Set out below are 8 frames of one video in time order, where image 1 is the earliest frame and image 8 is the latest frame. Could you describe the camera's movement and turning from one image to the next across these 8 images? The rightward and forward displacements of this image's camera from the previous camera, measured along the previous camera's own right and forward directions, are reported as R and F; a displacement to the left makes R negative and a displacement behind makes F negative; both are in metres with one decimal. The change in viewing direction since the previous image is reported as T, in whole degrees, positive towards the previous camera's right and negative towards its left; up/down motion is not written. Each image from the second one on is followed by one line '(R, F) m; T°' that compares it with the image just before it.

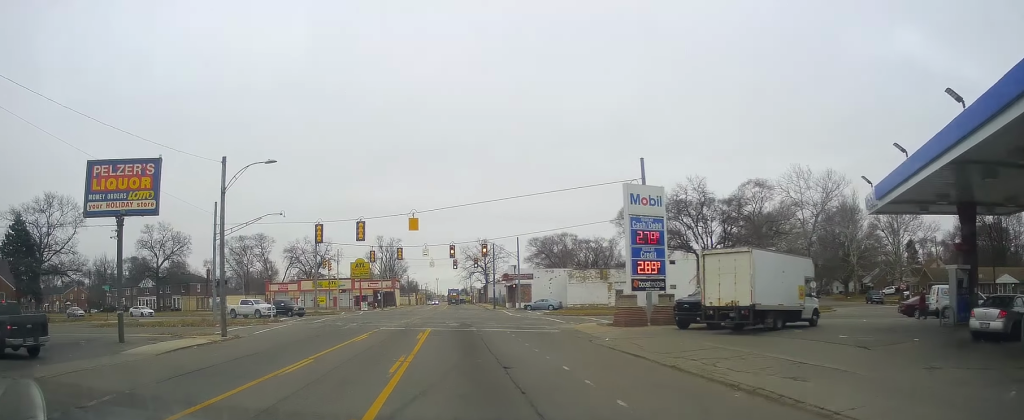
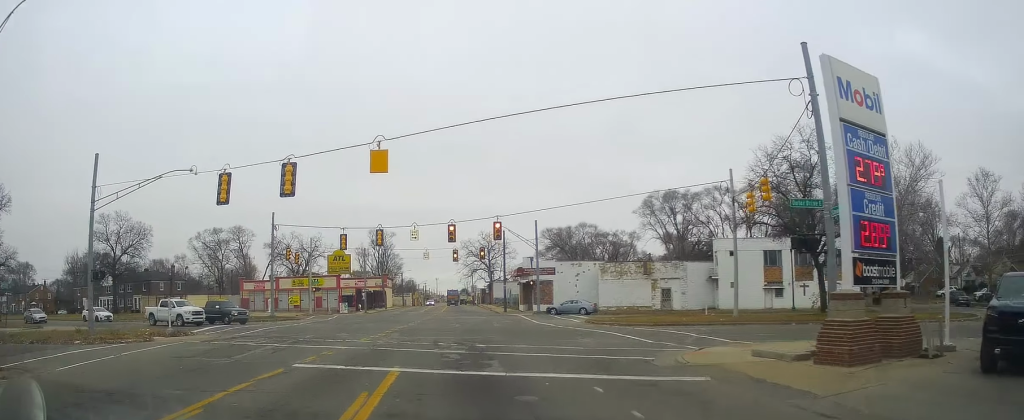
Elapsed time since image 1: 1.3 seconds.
(-0.1, +18.3) m; -1°
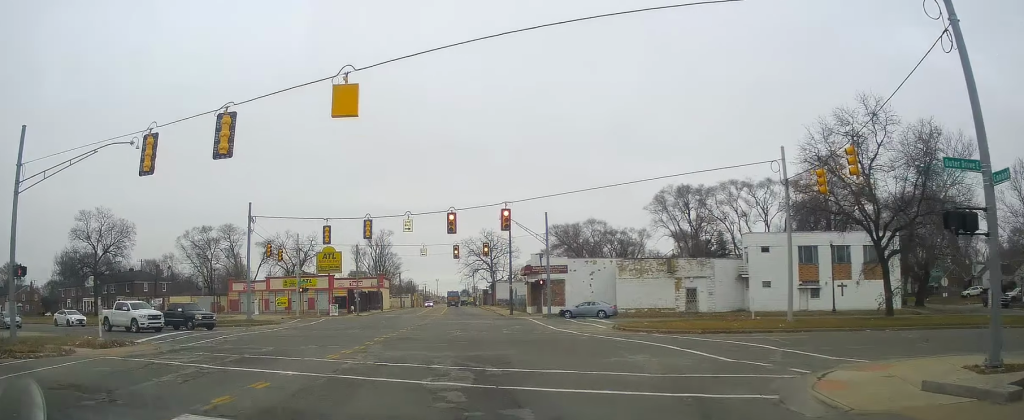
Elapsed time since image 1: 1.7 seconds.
(0.0, +6.7) m; 0°
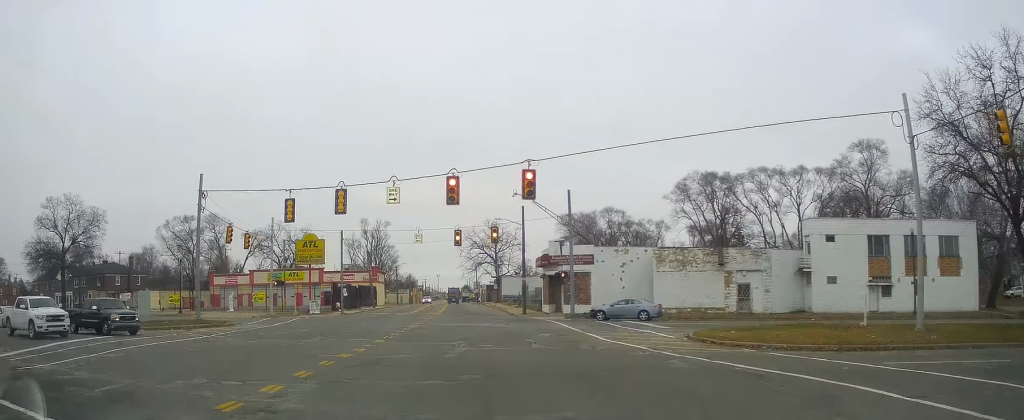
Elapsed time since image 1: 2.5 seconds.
(-0.1, +10.6) m; +1°
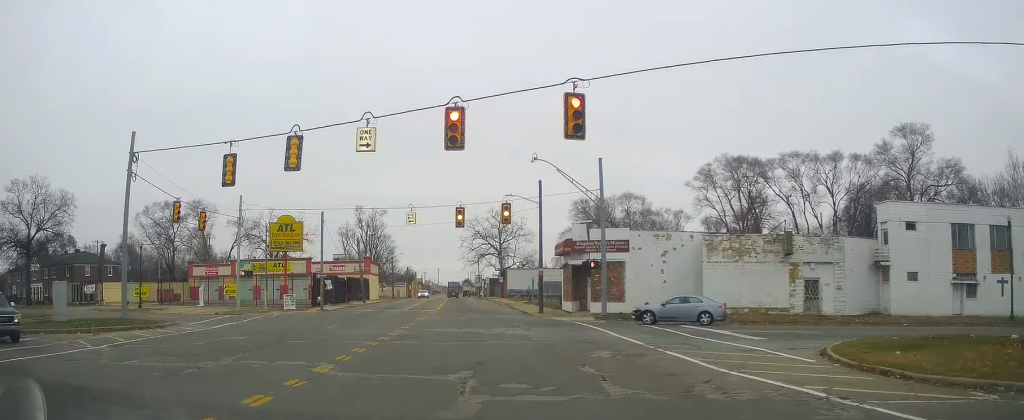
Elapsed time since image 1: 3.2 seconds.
(+0.2, +10.1) m; 0°
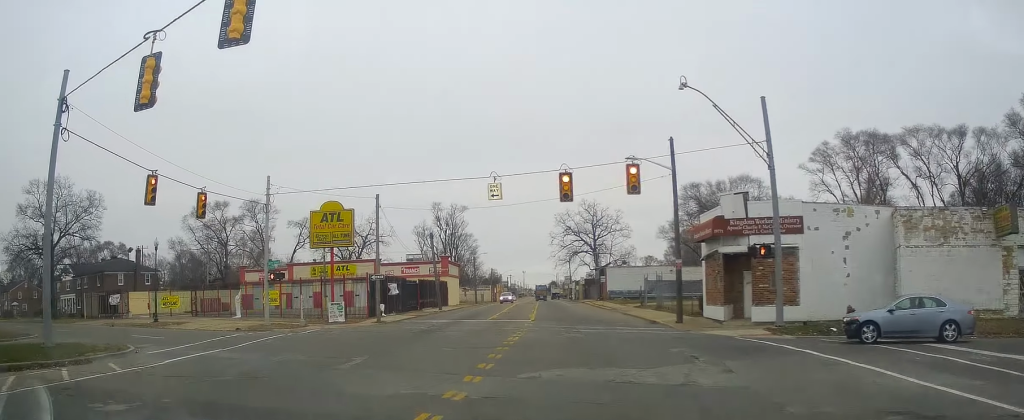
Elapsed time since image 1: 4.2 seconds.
(-0.2, +13.7) m; -3°
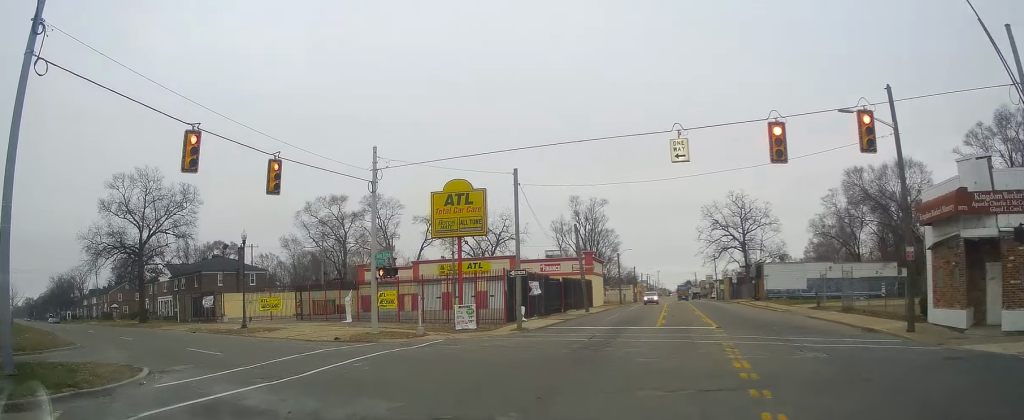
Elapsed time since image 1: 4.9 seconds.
(-0.2, +9.2) m; -6°
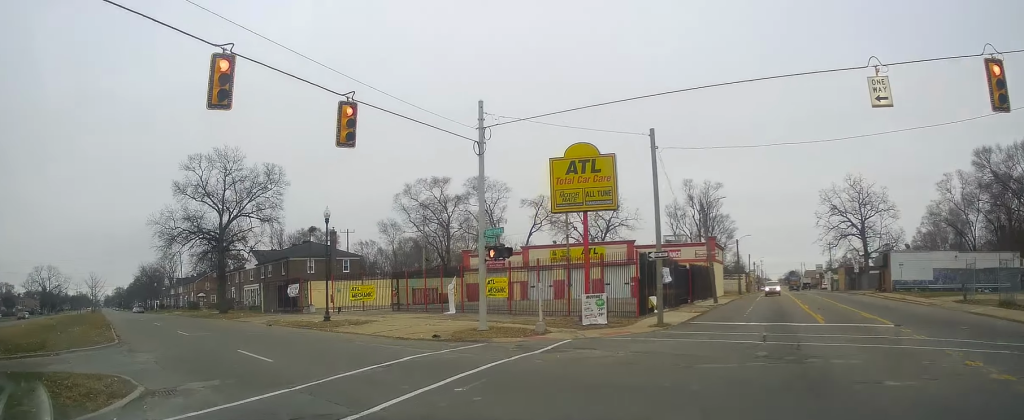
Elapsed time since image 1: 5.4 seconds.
(+0.3, +6.4) m; -5°
